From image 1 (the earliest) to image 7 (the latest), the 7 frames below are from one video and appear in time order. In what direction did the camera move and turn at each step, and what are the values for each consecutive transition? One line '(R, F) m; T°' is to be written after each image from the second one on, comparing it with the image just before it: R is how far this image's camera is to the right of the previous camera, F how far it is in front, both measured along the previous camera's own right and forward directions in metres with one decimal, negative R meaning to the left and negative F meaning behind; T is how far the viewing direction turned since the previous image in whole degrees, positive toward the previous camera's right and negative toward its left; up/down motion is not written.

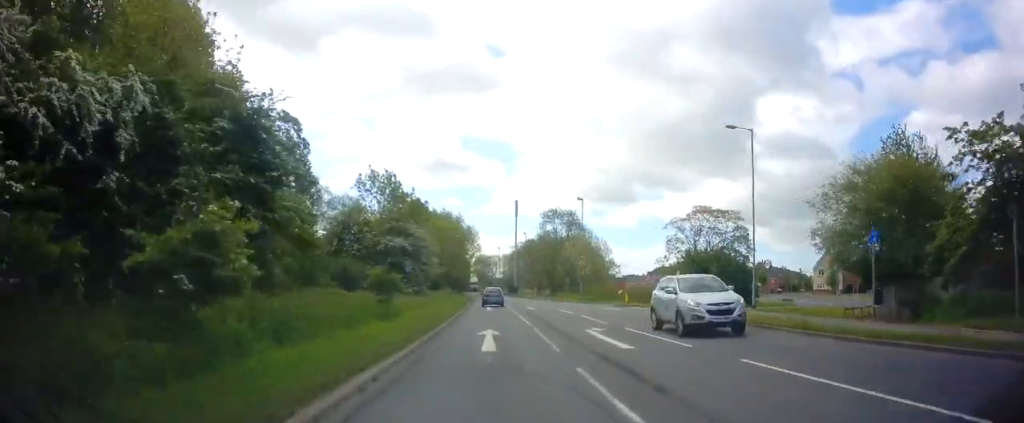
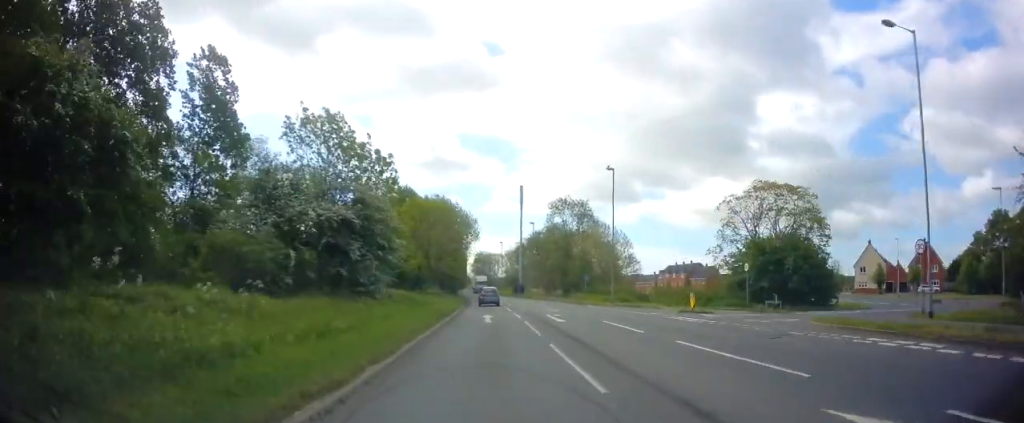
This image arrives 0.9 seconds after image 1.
(-0.1, +14.2) m; 0°
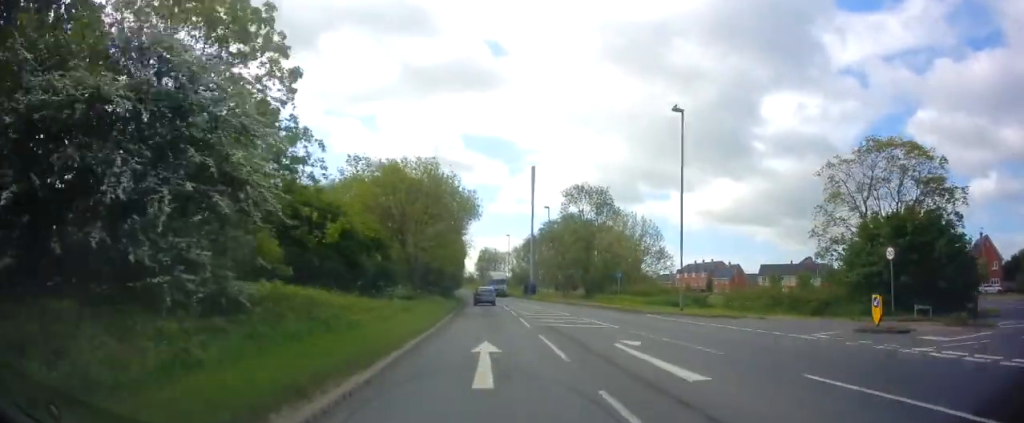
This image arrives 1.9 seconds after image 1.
(+0.2, +15.0) m; 0°
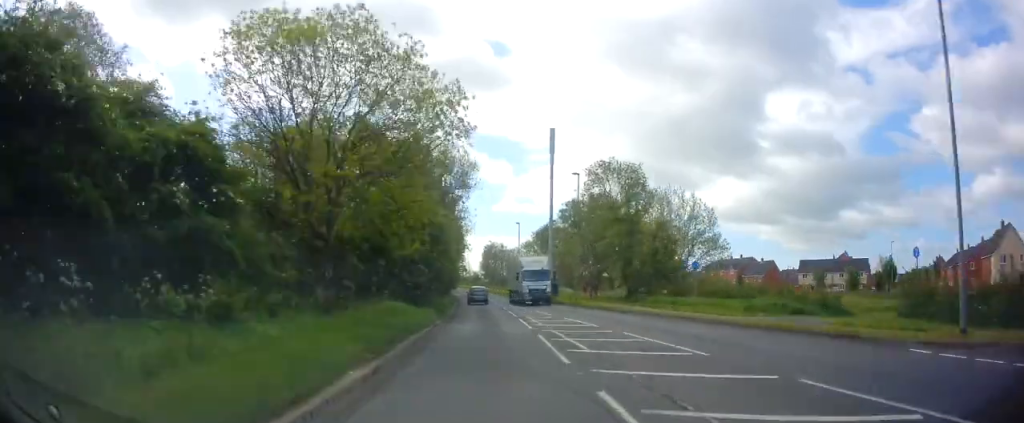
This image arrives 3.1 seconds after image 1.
(-0.2, +18.4) m; 0°
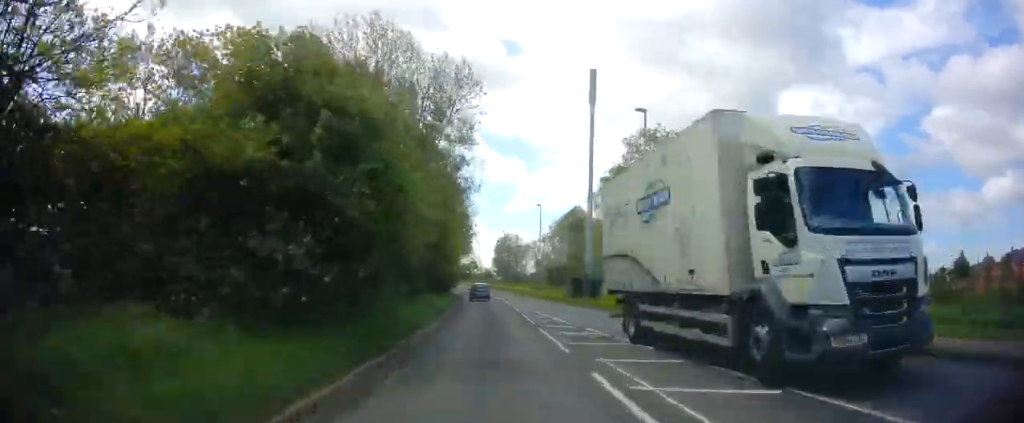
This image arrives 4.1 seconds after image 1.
(+0.1, +16.5) m; -1°
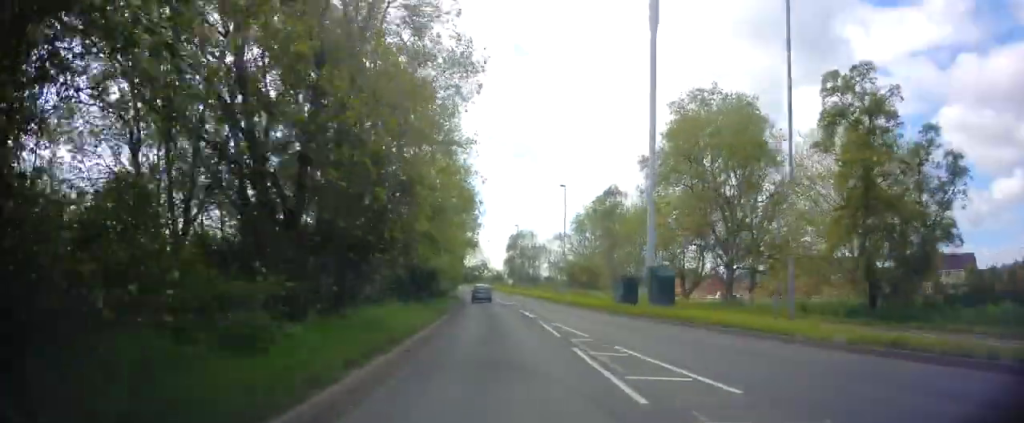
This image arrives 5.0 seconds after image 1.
(-0.4, +14.0) m; -2°
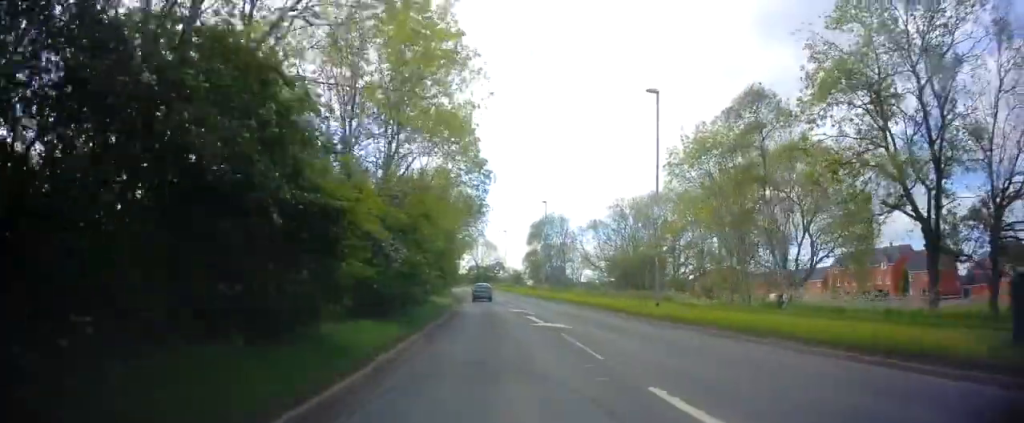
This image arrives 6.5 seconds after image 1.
(0.0, +25.7) m; +1°
